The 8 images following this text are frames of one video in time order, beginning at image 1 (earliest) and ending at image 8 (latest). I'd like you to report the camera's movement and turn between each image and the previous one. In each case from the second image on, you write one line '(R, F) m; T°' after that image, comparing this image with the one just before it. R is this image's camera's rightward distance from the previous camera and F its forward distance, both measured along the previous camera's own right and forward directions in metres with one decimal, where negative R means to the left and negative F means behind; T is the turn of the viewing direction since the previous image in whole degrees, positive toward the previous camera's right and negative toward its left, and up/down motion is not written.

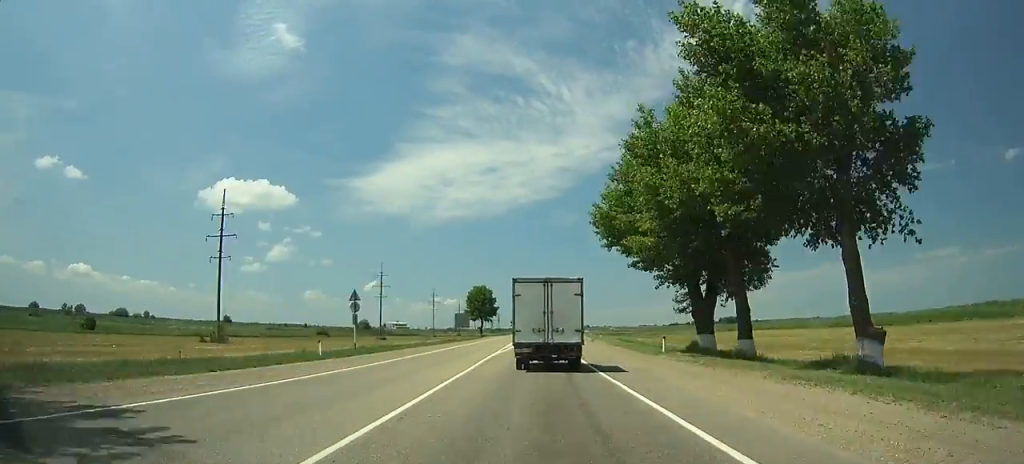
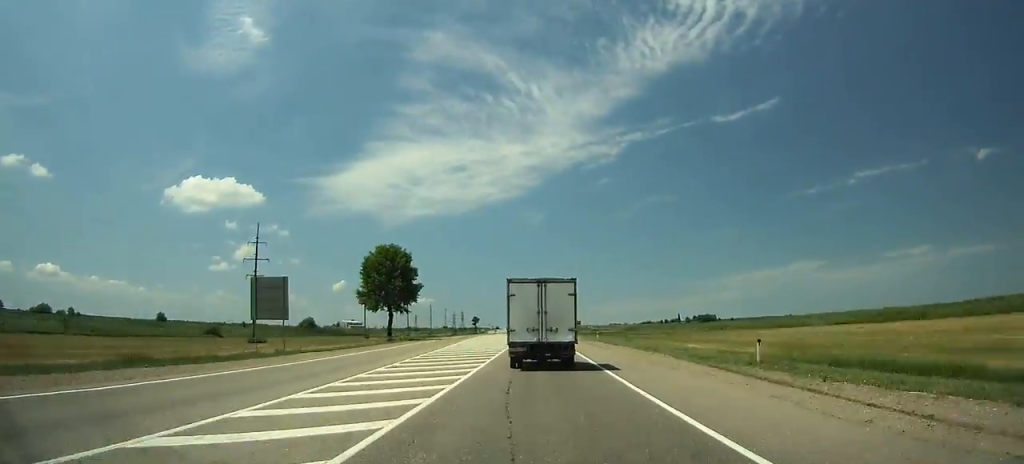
(+0.6, +62.6) m; +1°
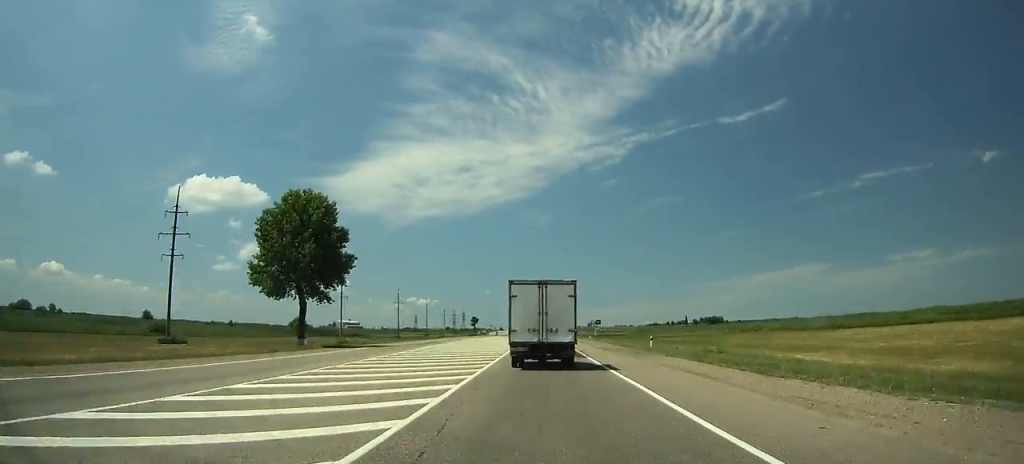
(+0.1, +28.1) m; +1°
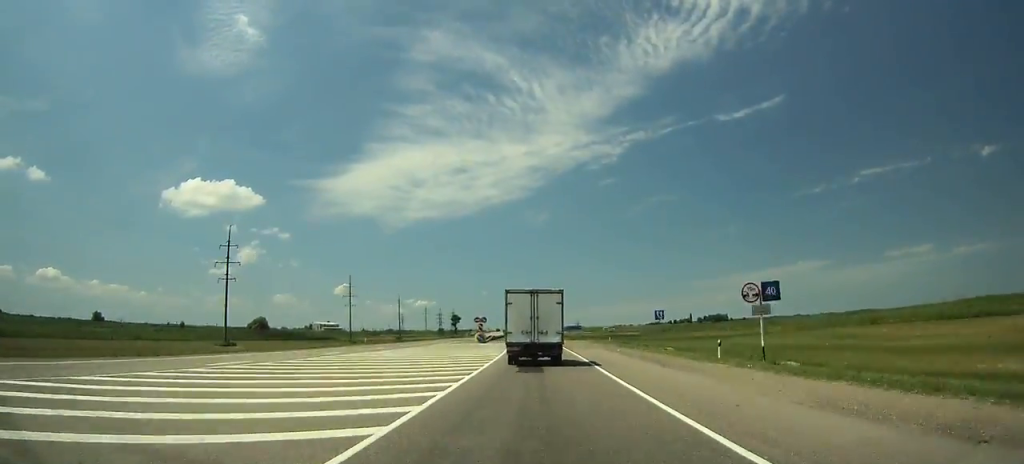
(+0.5, +64.9) m; 0°
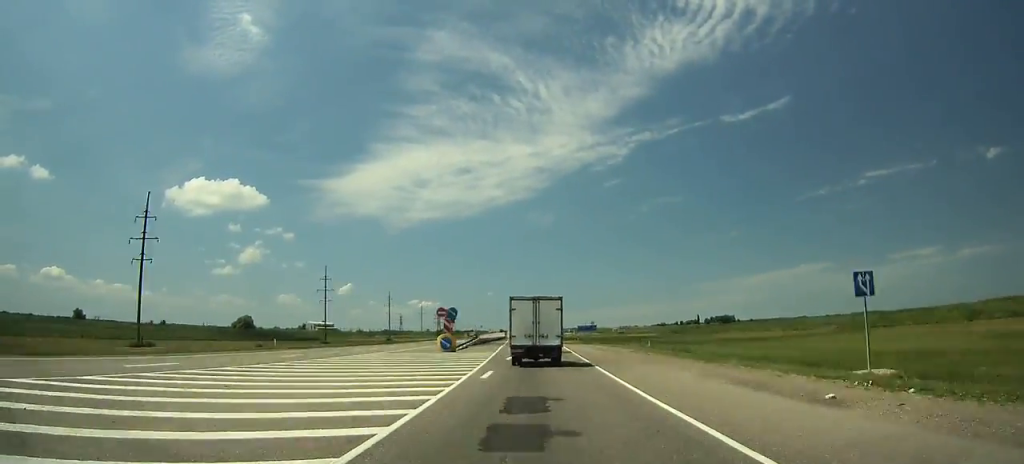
(-0.2, +29.6) m; -1°
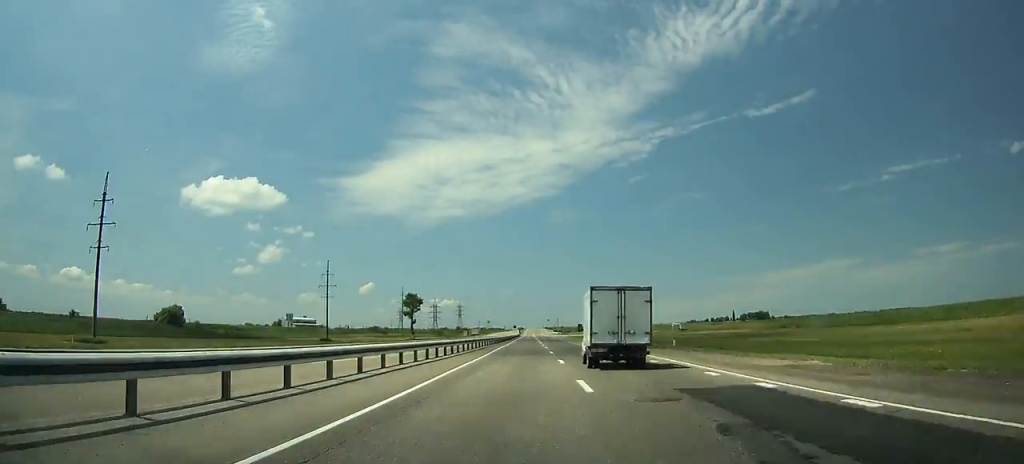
(-1.9, +103.8) m; -2°
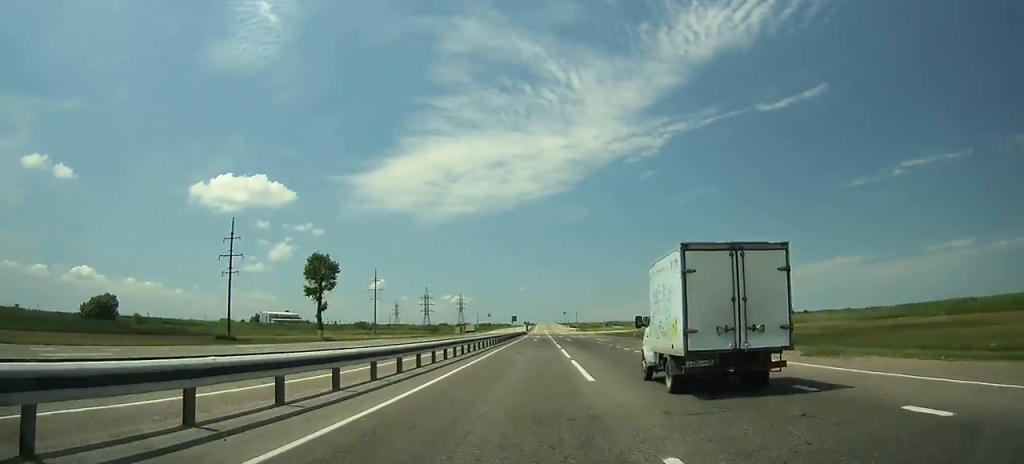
(-0.3, +58.2) m; 0°
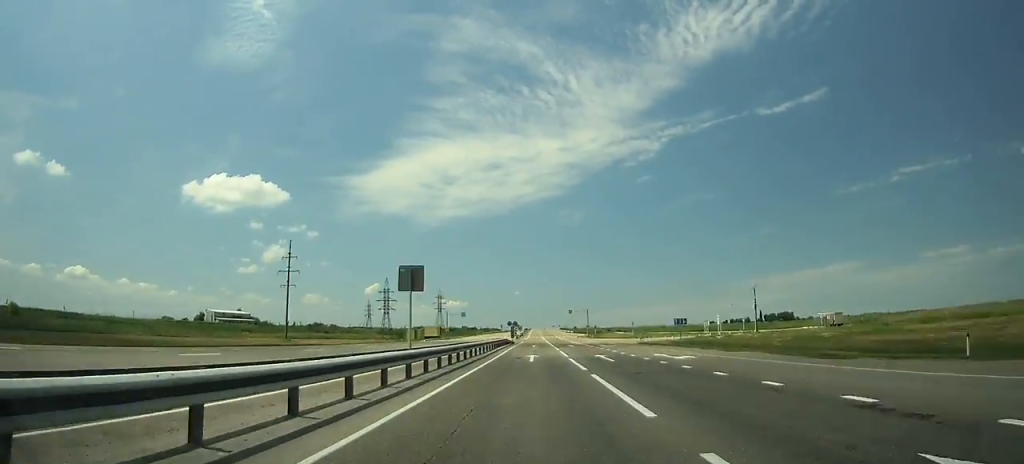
(+0.1, +64.4) m; +1°
